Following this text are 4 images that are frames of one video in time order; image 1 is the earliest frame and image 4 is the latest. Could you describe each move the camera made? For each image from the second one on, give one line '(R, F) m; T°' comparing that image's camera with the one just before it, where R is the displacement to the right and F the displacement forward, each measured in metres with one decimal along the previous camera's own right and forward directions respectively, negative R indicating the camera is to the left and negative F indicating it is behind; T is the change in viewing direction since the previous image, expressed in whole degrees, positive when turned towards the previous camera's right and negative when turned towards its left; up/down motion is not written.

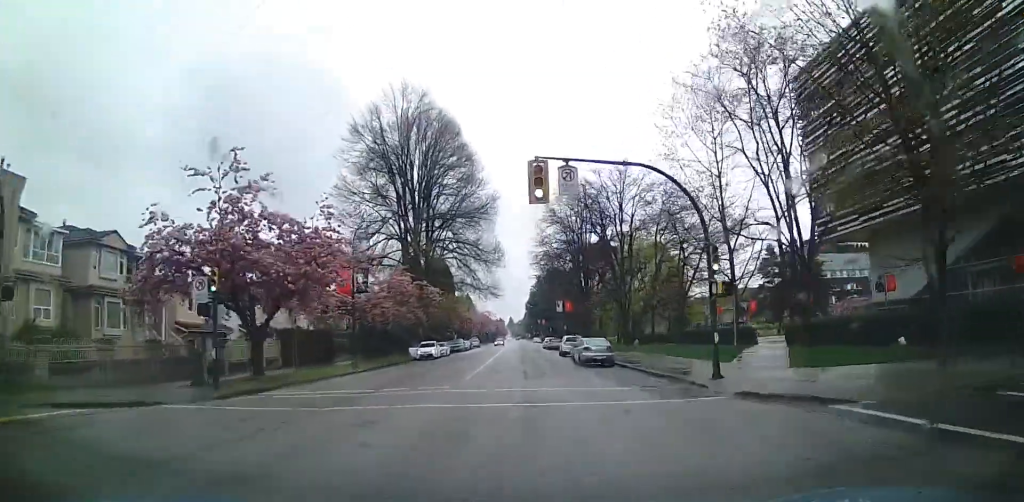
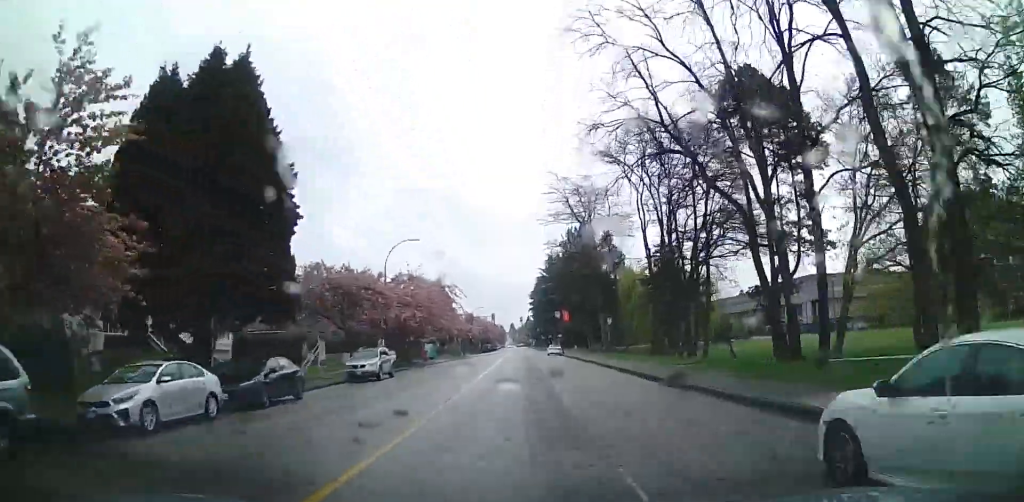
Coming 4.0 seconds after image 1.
(+2.3, +70.0) m; +3°
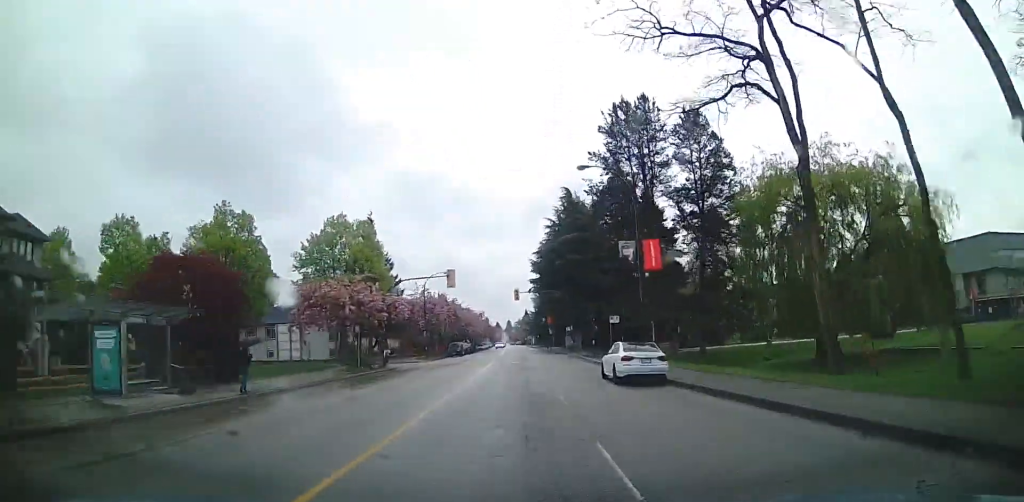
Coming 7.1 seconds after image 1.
(-0.7, +54.7) m; -1°
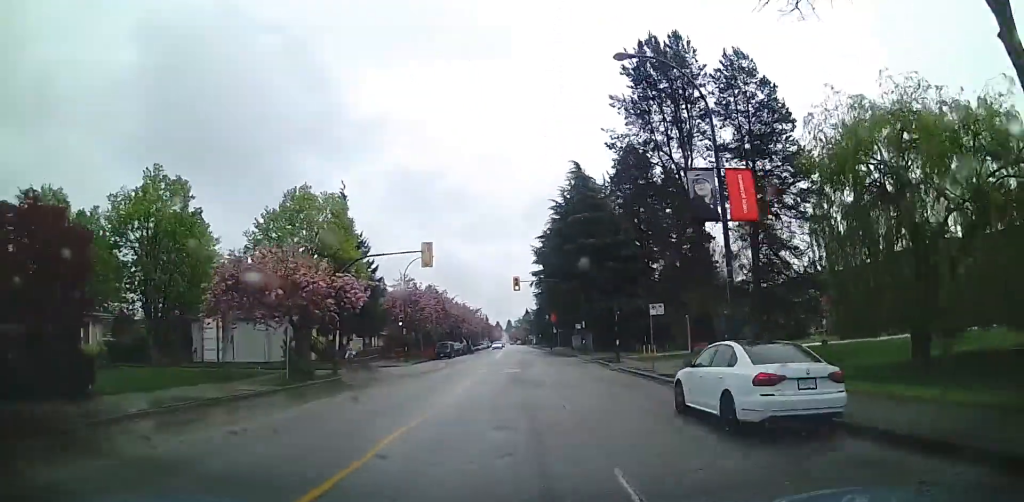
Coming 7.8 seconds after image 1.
(0.0, +11.3) m; 0°
